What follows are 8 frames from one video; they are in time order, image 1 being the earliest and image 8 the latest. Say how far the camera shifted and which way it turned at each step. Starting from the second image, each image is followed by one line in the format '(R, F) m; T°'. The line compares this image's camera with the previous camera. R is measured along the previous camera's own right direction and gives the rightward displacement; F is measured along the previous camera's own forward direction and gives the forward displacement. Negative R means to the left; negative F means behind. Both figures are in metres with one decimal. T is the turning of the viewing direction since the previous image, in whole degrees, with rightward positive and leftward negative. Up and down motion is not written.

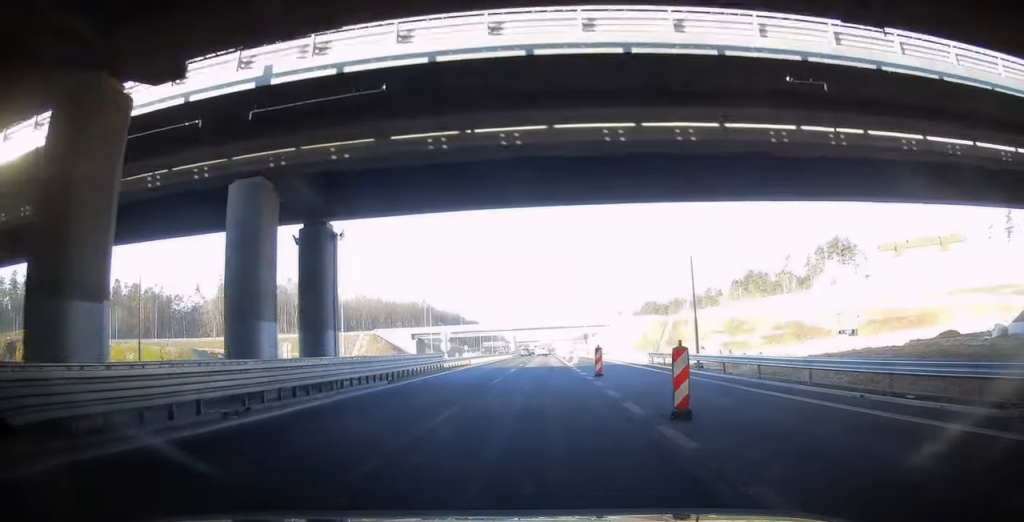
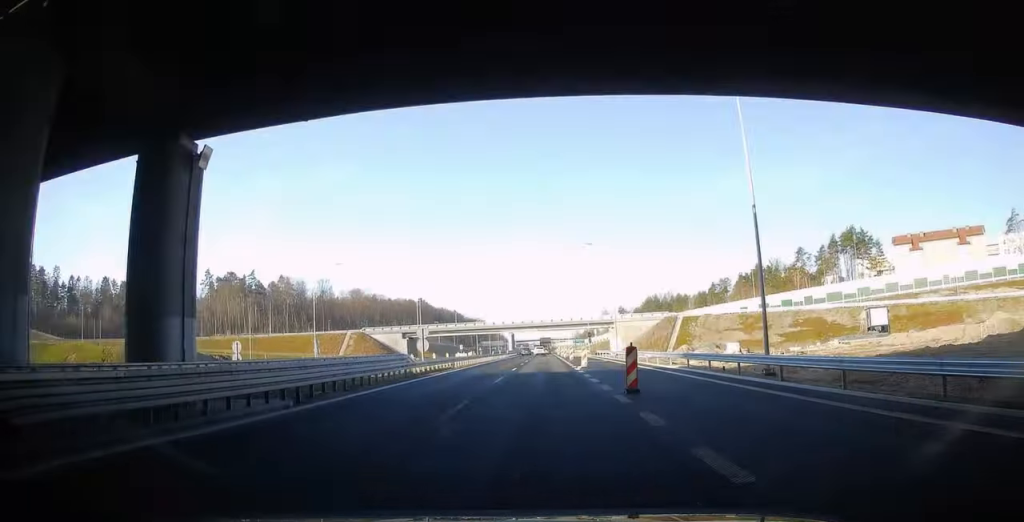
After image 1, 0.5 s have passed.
(0.0, +9.6) m; 0°
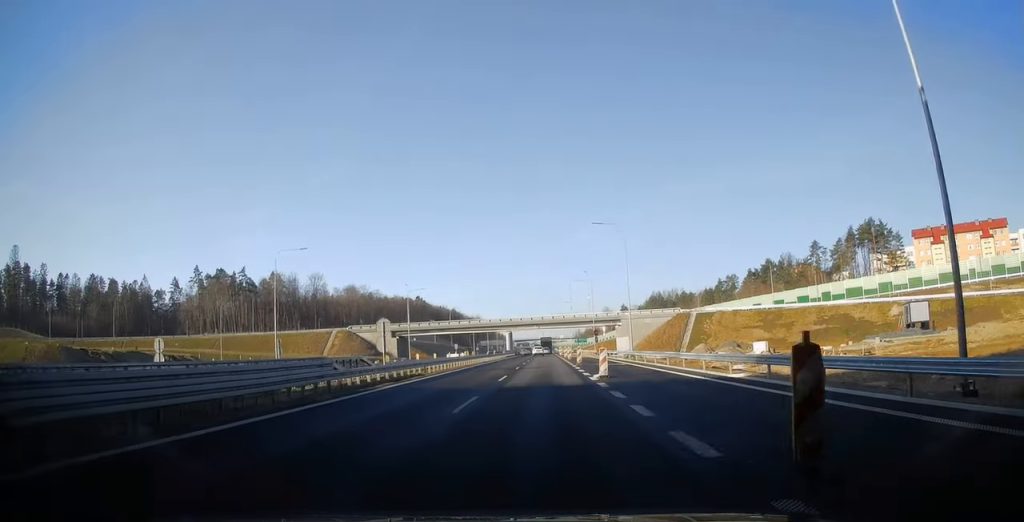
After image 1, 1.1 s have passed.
(-0.1, +10.8) m; 0°
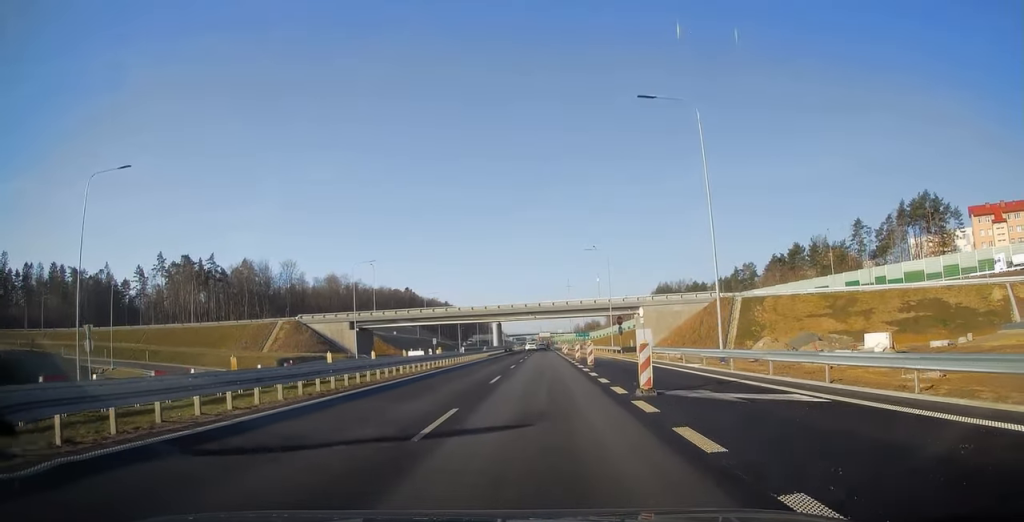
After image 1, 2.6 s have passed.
(+0.6, +28.6) m; +2°
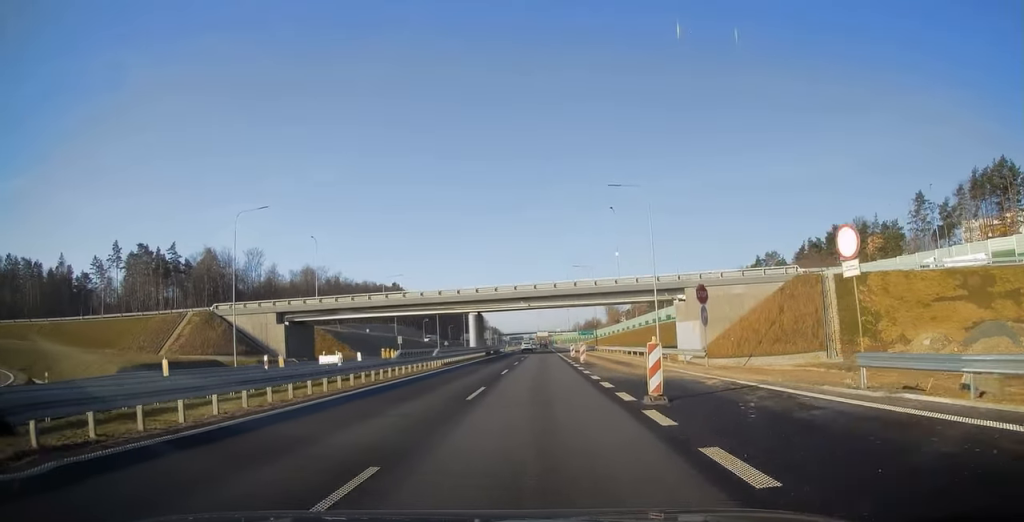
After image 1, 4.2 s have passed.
(+0.5, +30.6) m; +1°
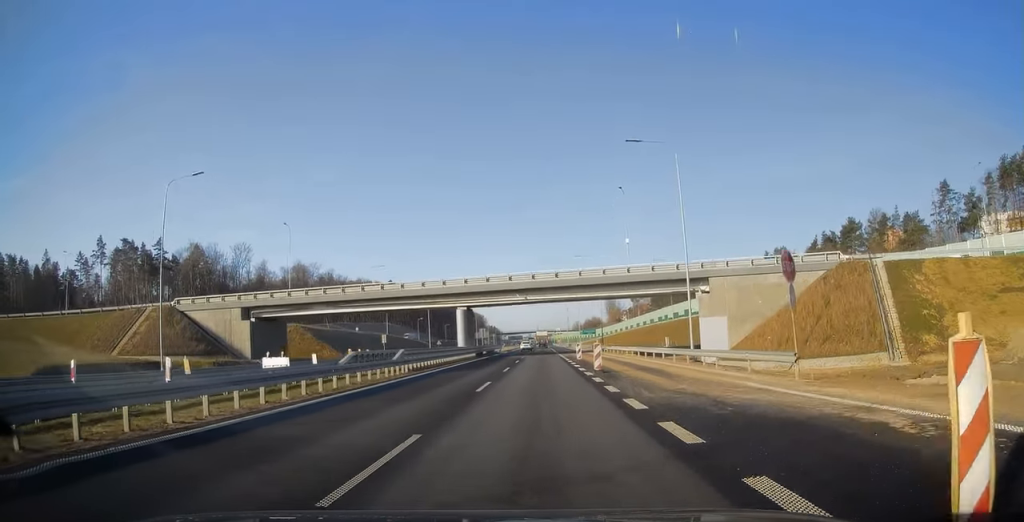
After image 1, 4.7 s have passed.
(0.0, +10.0) m; 0°
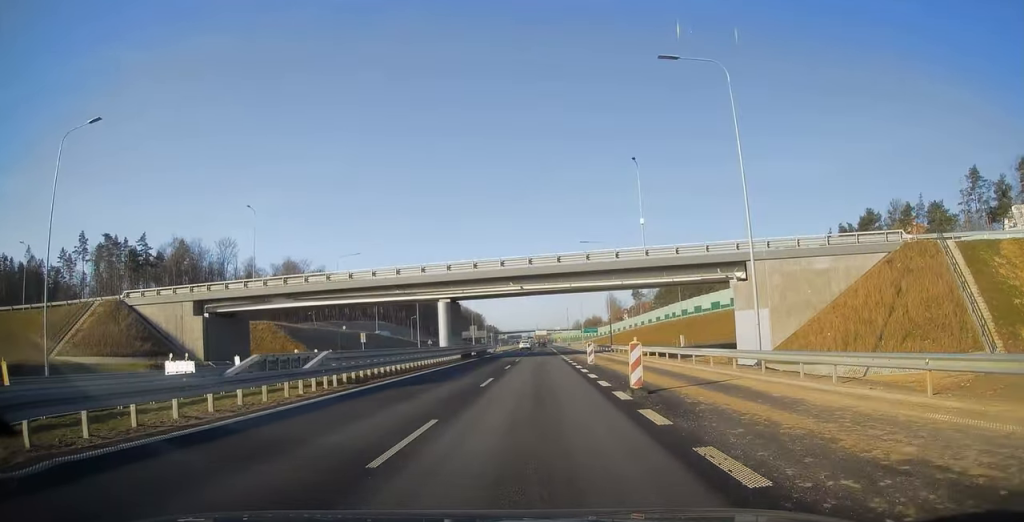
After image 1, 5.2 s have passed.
(+0.1, +10.7) m; 0°
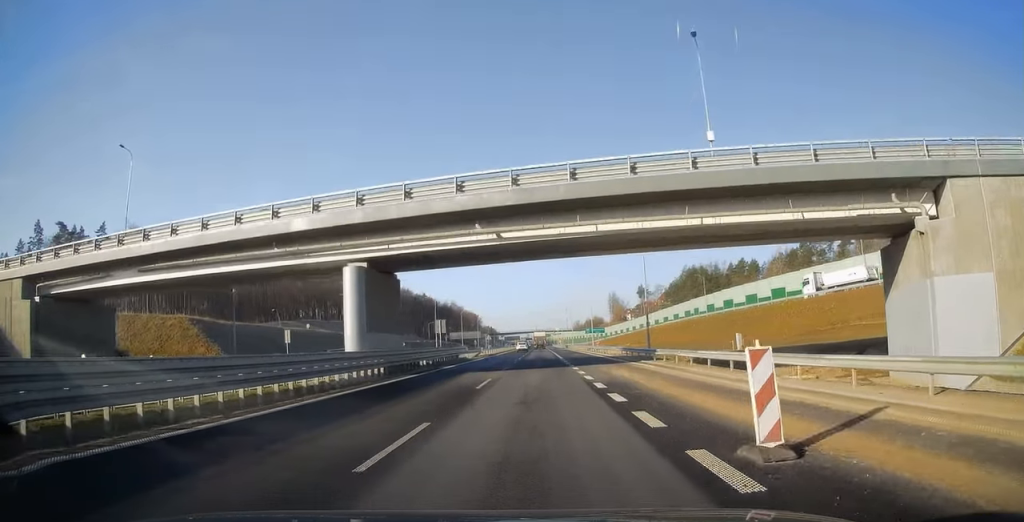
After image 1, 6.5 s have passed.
(-0.2, +24.9) m; 0°
